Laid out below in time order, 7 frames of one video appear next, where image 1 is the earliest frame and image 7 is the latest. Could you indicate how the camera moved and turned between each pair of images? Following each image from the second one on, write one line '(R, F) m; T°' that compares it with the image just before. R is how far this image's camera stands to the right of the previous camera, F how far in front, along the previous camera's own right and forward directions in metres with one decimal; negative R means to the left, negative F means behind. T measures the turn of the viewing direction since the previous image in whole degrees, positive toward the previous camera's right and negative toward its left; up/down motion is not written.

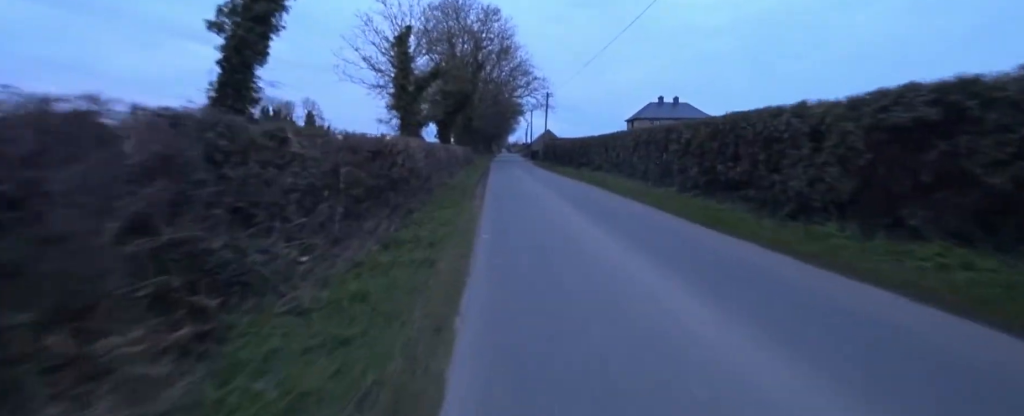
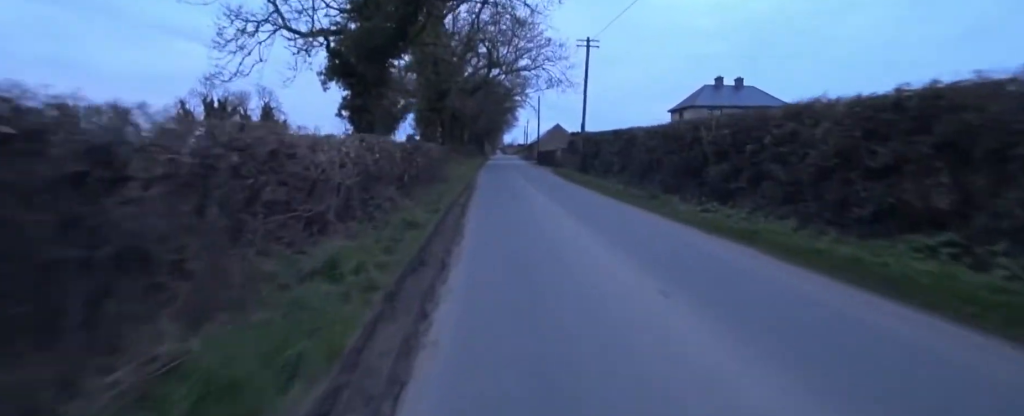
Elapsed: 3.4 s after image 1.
(-1.4, +18.5) m; 0°
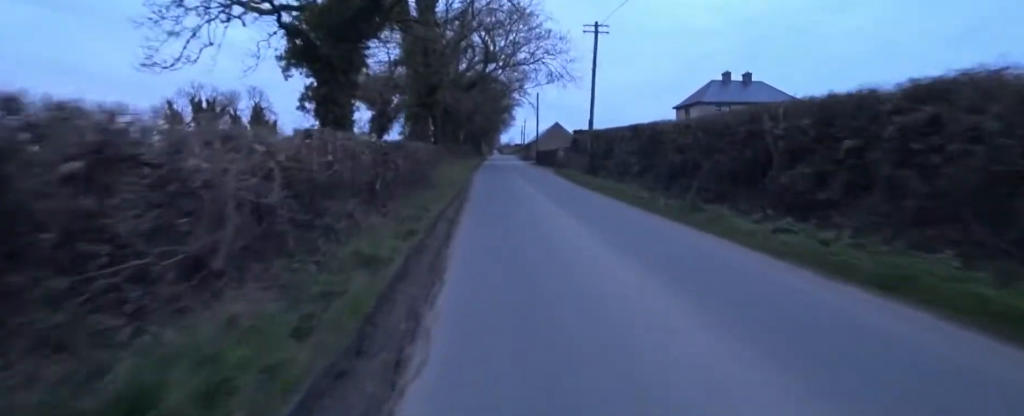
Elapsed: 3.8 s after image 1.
(+0.5, +2.4) m; -1°
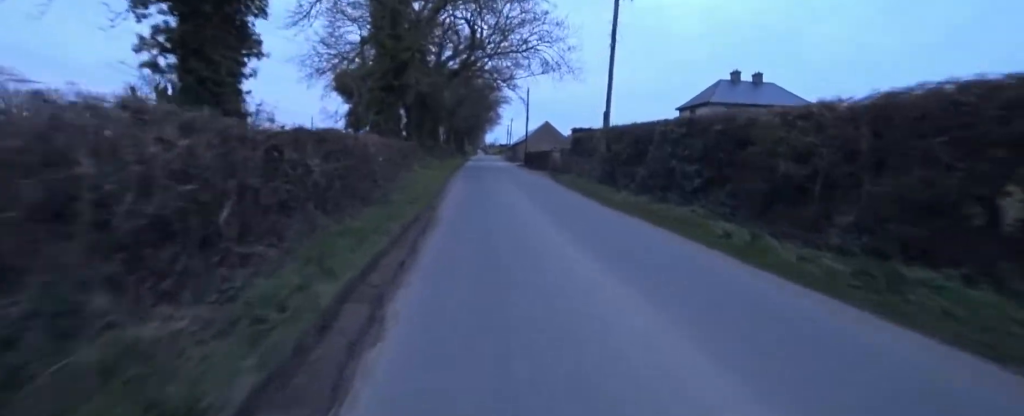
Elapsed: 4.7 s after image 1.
(+0.2, +4.9) m; -1°
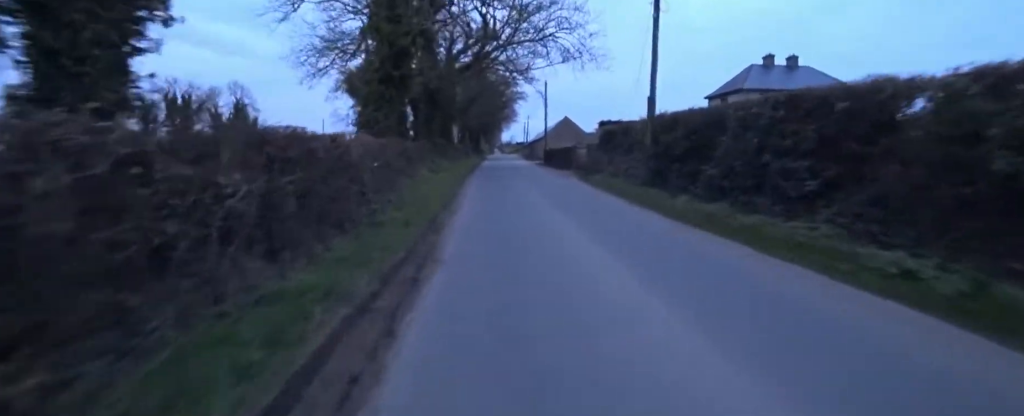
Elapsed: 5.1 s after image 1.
(-0.6, +2.7) m; -1°
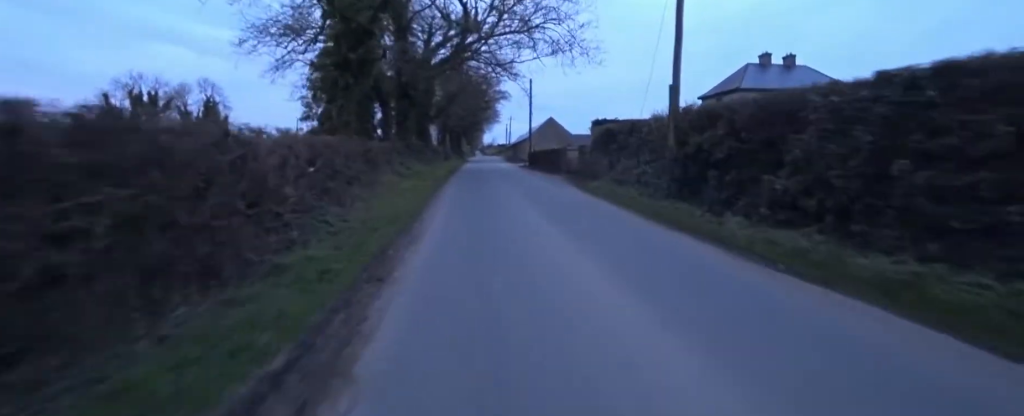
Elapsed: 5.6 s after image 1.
(0.0, +2.3) m; +2°
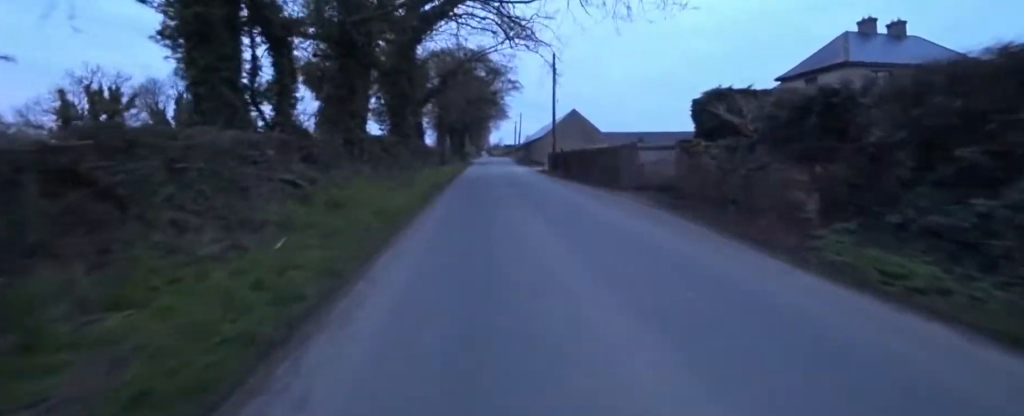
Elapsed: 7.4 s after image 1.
(+0.5, +7.3) m; -3°
